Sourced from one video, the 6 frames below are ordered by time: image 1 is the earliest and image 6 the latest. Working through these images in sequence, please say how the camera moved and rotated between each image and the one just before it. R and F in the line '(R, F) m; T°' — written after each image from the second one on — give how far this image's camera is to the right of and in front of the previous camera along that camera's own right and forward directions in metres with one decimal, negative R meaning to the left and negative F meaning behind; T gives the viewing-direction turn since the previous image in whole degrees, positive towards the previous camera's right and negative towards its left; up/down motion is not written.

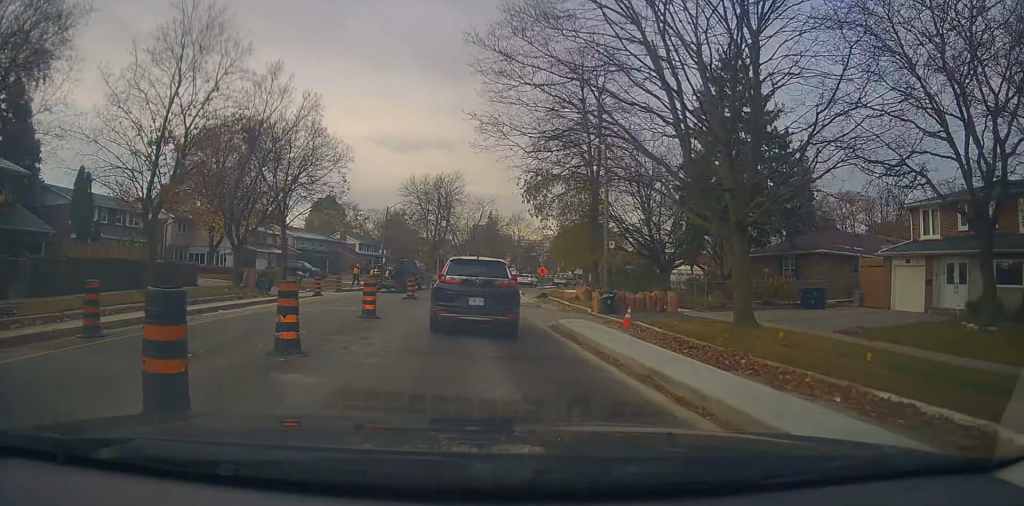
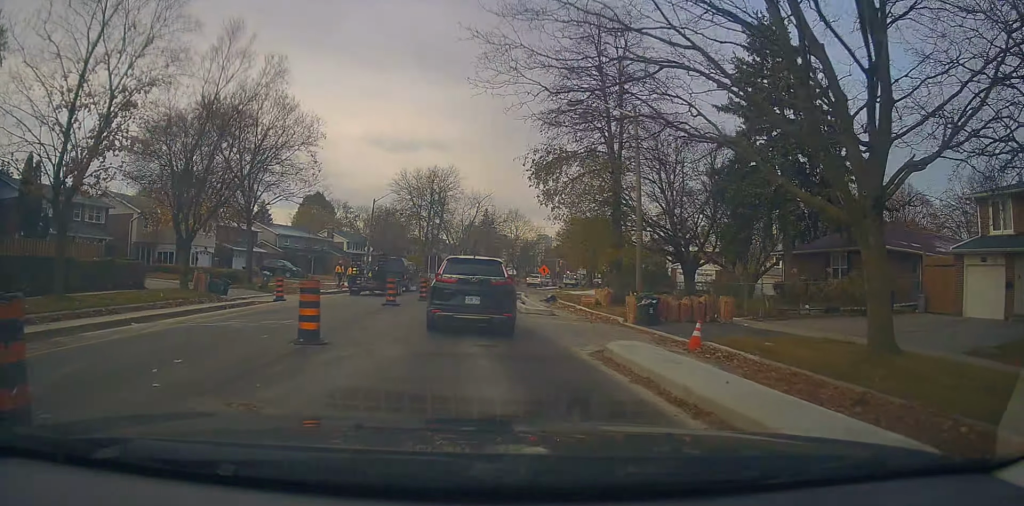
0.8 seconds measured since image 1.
(+0.1, +4.7) m; +1°
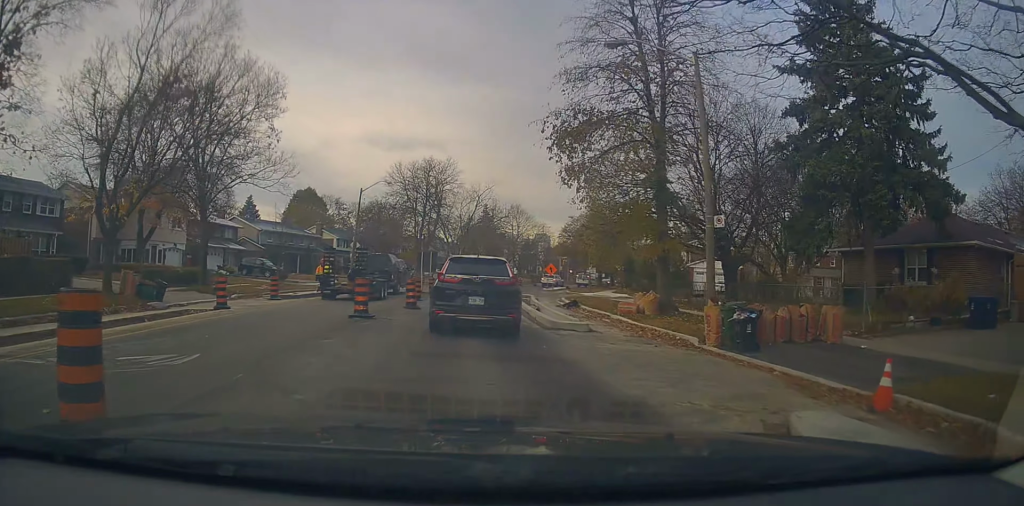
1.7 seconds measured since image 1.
(0.0, +5.7) m; -3°
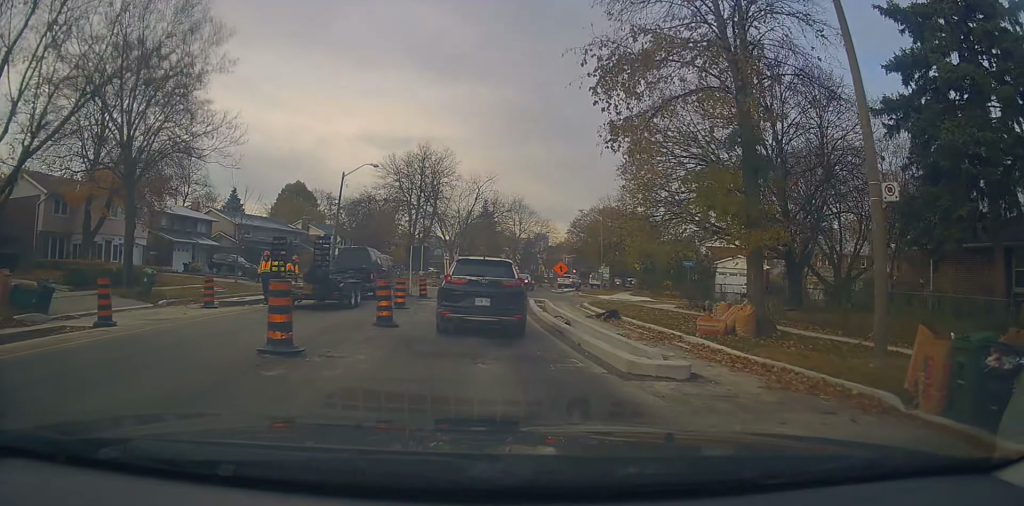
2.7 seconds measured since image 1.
(-0.3, +7.1) m; 0°
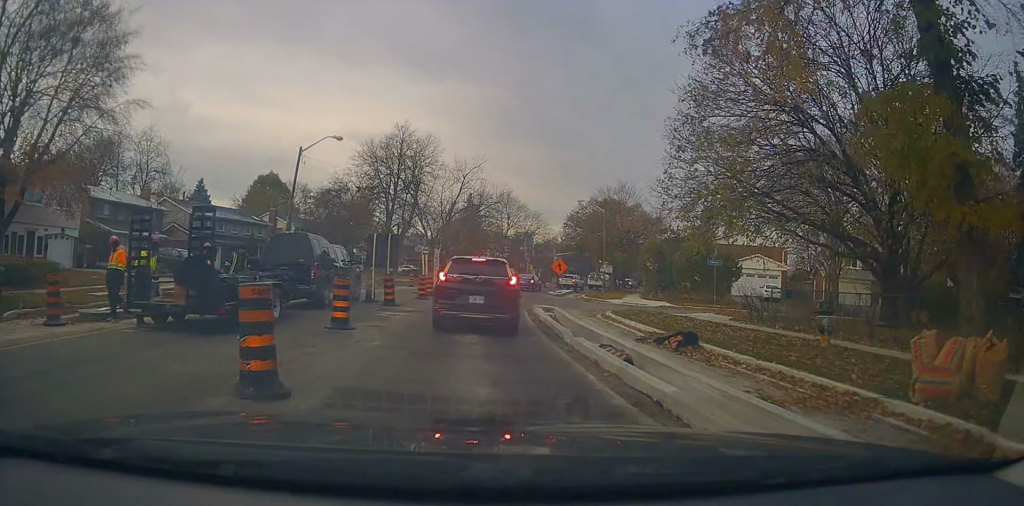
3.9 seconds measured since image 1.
(+0.4, +7.8) m; +3°
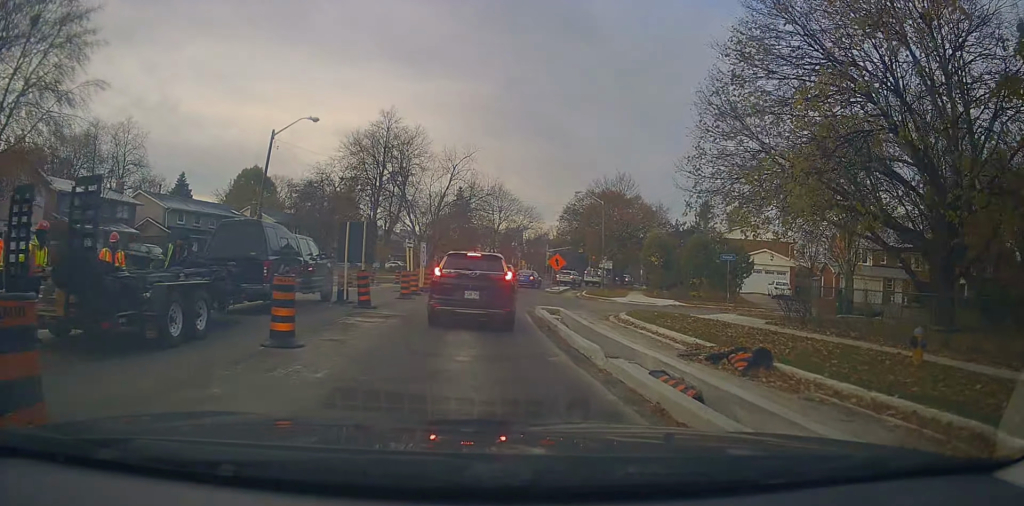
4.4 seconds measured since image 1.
(0.0, +3.0) m; +1°
